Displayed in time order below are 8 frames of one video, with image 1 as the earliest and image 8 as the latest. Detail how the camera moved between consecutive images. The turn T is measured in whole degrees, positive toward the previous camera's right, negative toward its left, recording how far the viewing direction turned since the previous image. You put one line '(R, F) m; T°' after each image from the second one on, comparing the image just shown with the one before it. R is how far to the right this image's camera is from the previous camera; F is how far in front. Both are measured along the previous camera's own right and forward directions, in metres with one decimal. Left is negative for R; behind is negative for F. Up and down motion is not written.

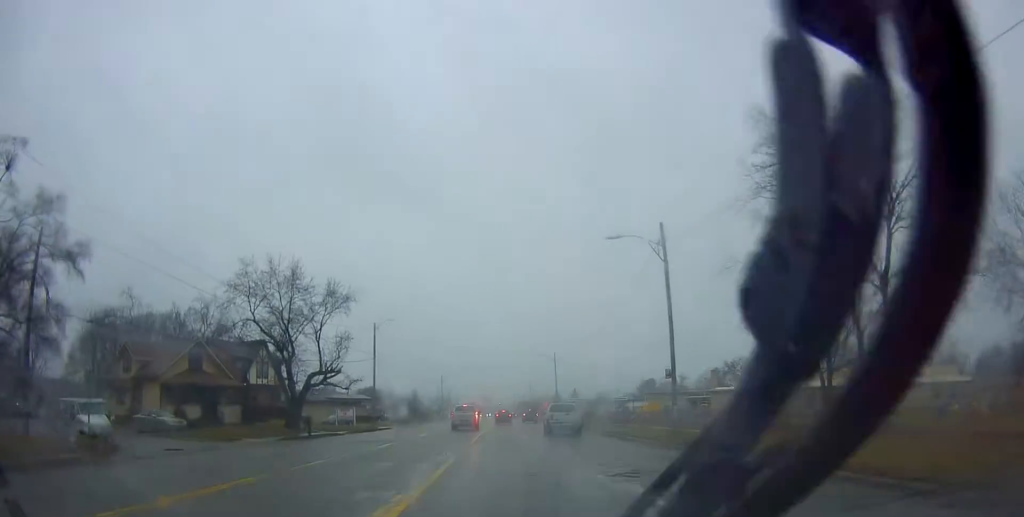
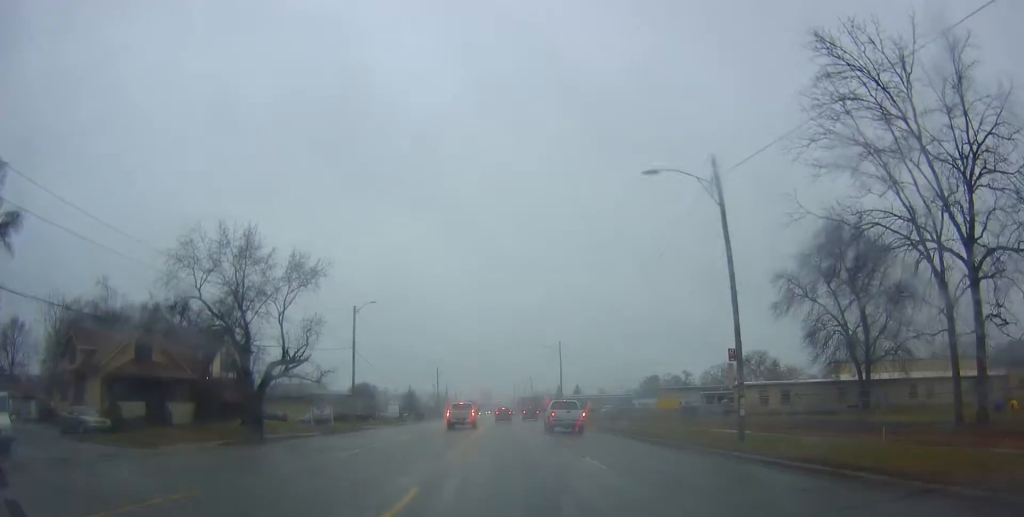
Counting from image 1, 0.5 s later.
(-0.3, +8.4) m; 0°
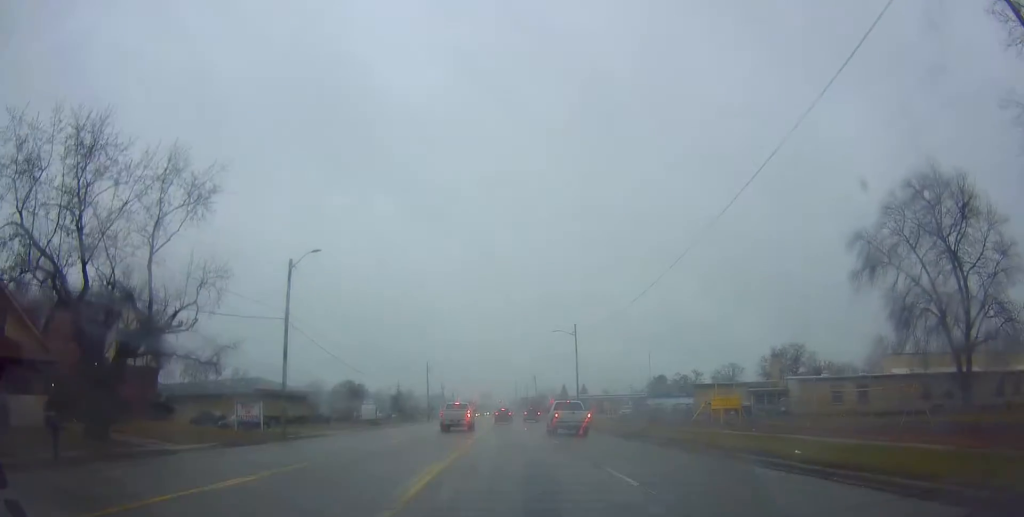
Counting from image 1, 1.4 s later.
(+0.3, +16.8) m; 0°
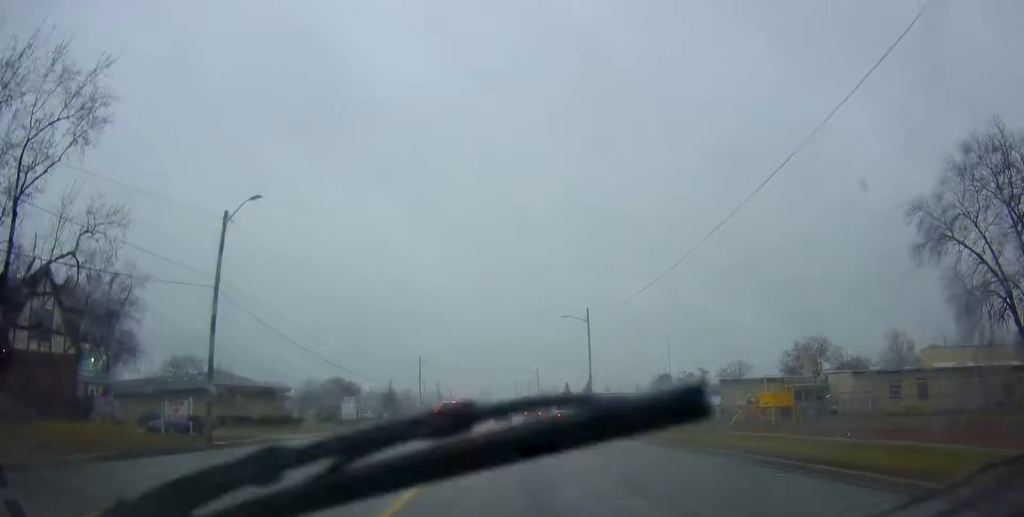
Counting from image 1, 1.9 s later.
(+0.1, +9.6) m; 0°
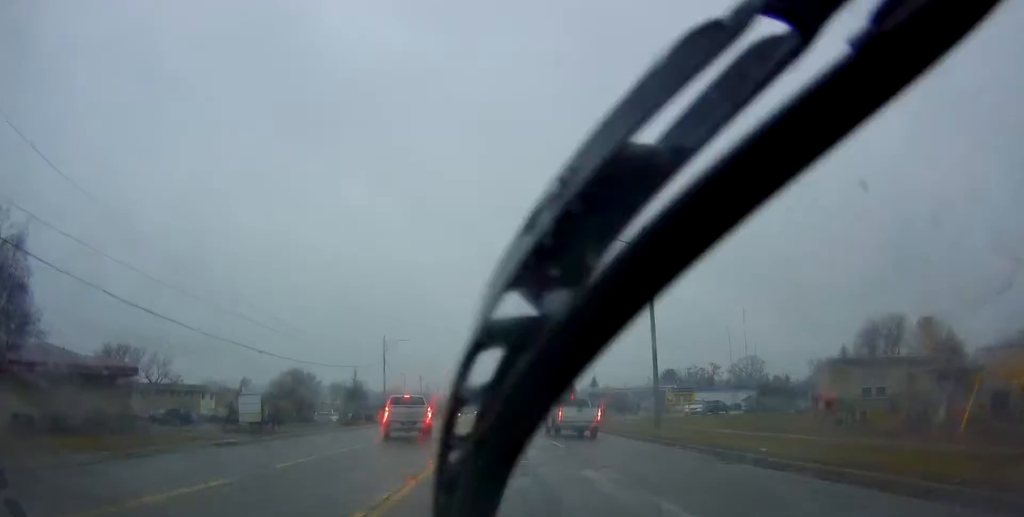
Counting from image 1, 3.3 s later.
(-0.4, +24.6) m; +1°
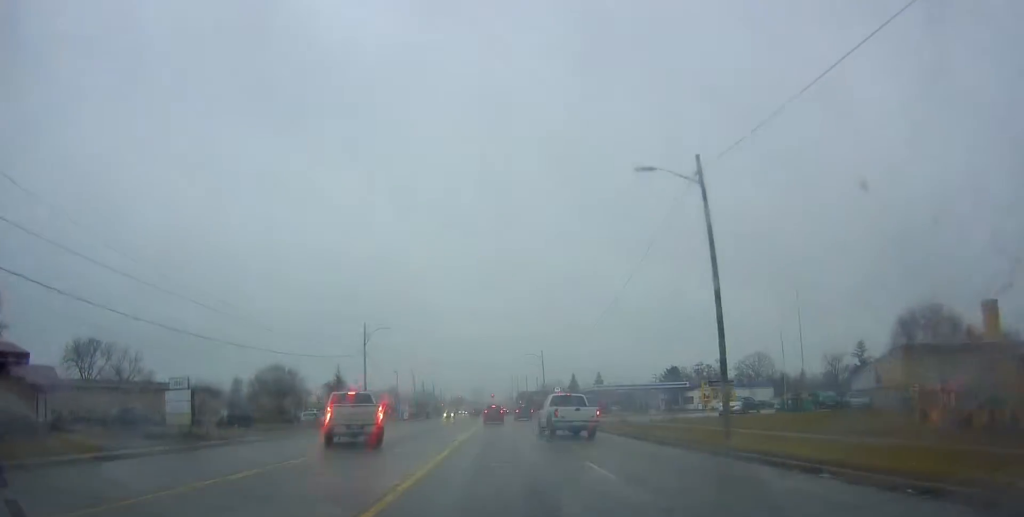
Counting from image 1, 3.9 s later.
(+0.2, +9.6) m; +1°
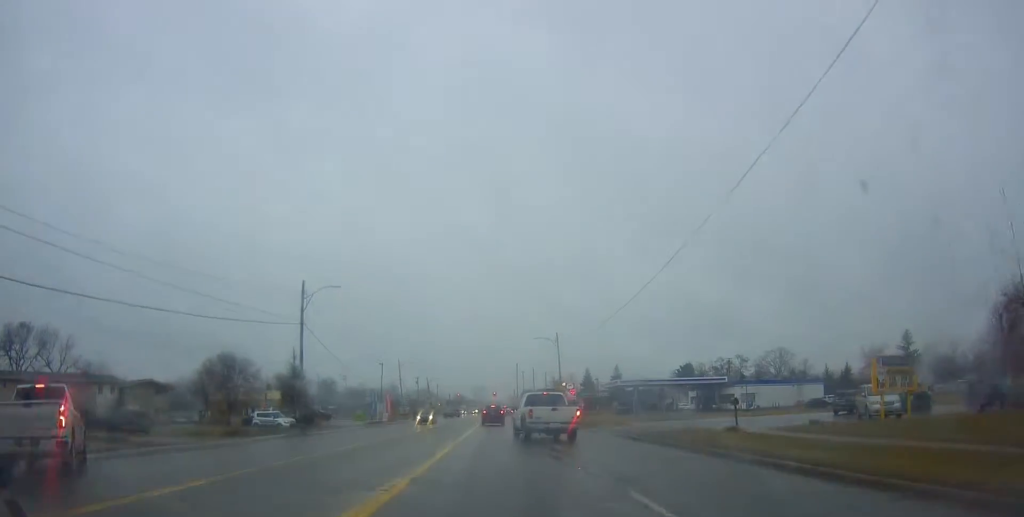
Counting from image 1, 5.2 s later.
(0.0, +20.8) m; 0°
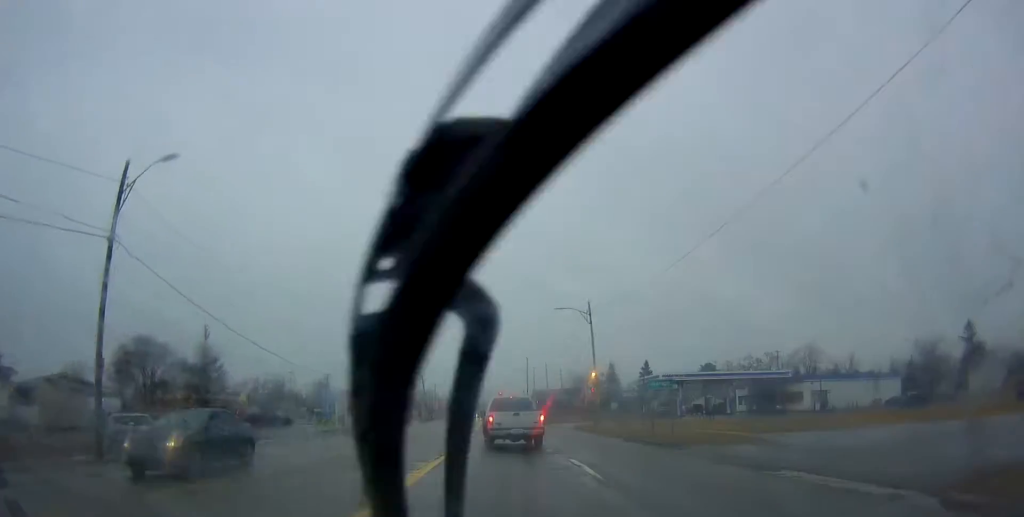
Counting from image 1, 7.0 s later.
(+0.1, +23.5) m; 0°
